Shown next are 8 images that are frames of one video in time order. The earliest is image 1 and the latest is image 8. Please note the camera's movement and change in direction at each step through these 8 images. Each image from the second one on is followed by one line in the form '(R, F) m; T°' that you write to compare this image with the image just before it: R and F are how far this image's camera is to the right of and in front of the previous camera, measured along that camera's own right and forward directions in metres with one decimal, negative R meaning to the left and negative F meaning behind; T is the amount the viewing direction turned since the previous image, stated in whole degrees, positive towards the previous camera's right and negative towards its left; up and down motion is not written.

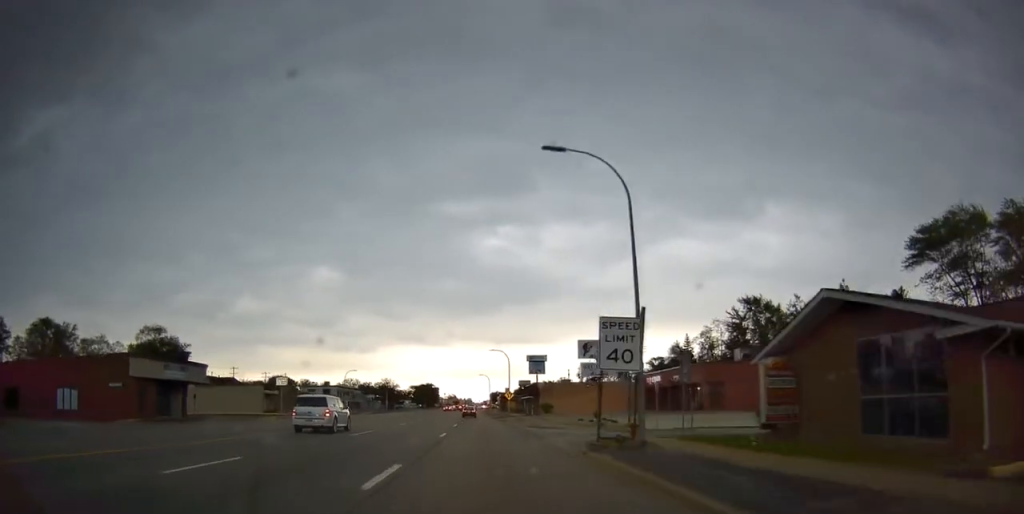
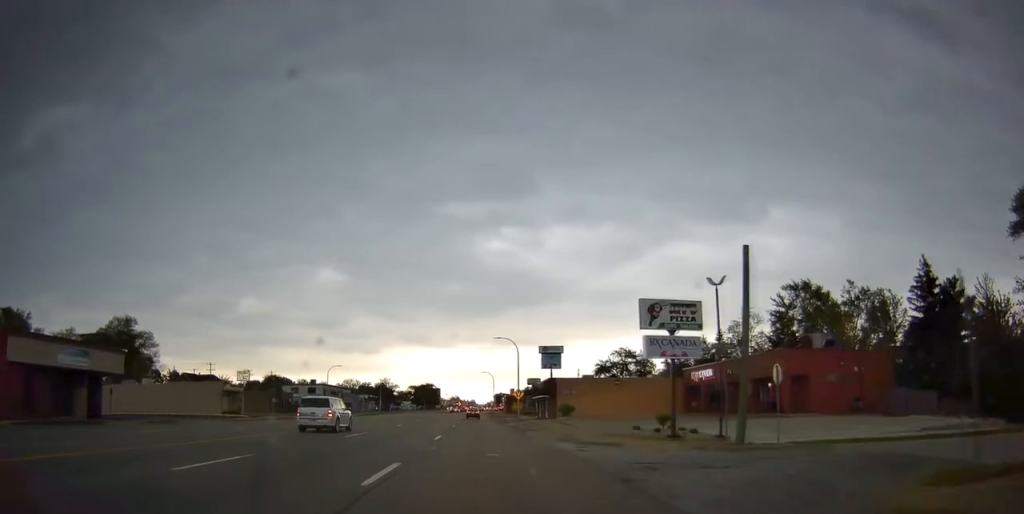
(+0.1, +14.2) m; 0°
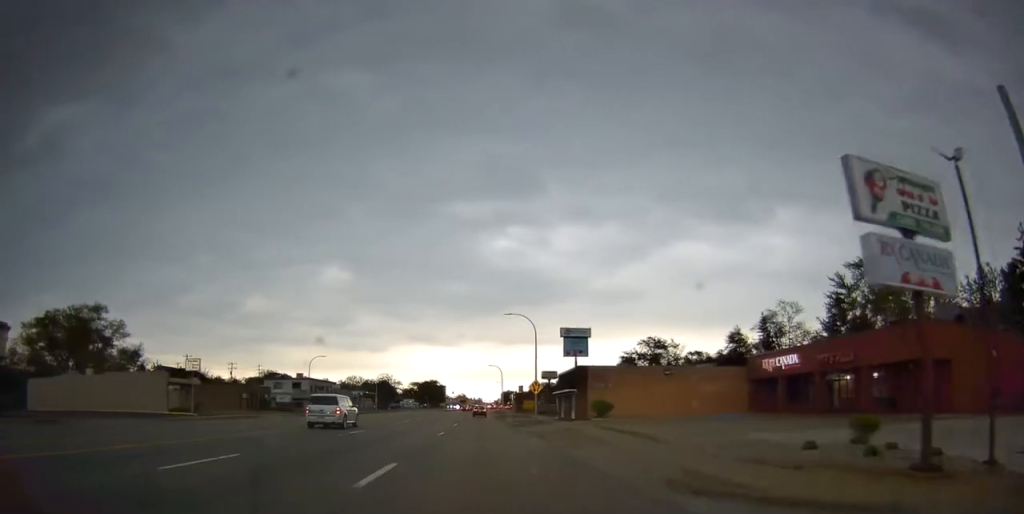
(-0.1, +13.7) m; -1°
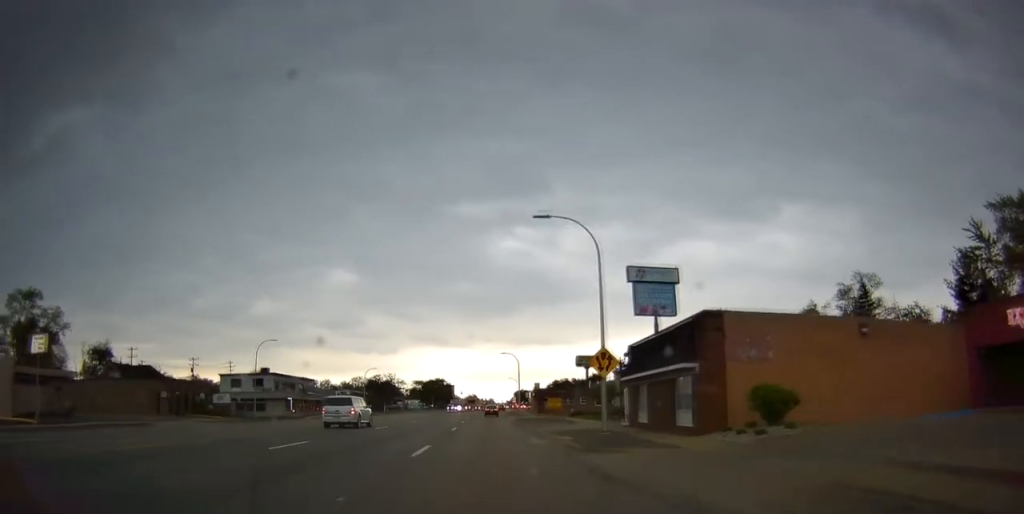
(-0.4, +24.8) m; -1°
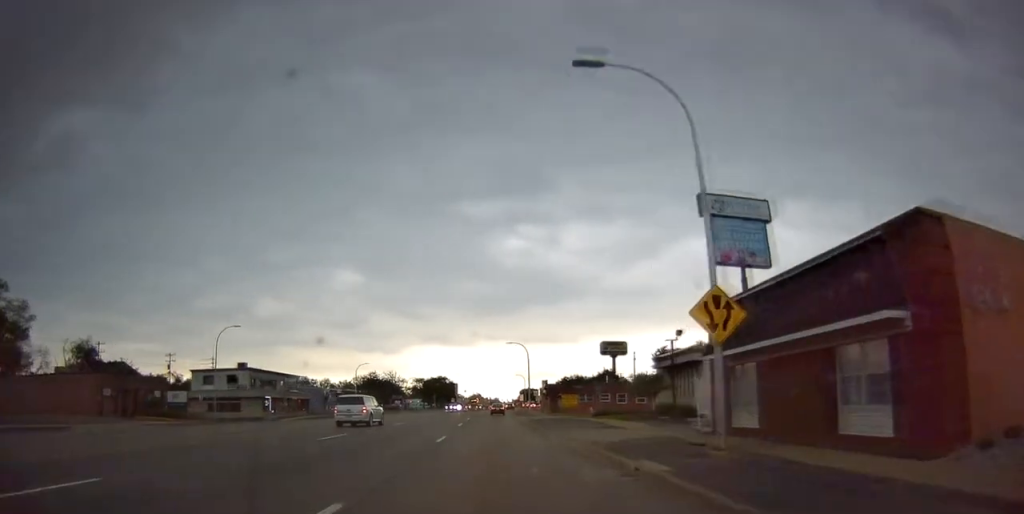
(0.0, +11.4) m; -1°
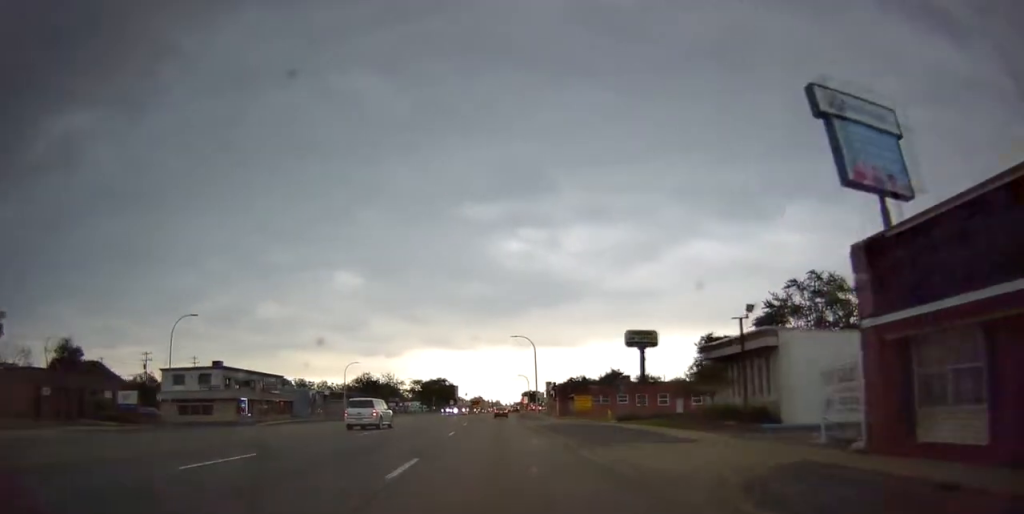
(+0.1, +9.0) m; -1°
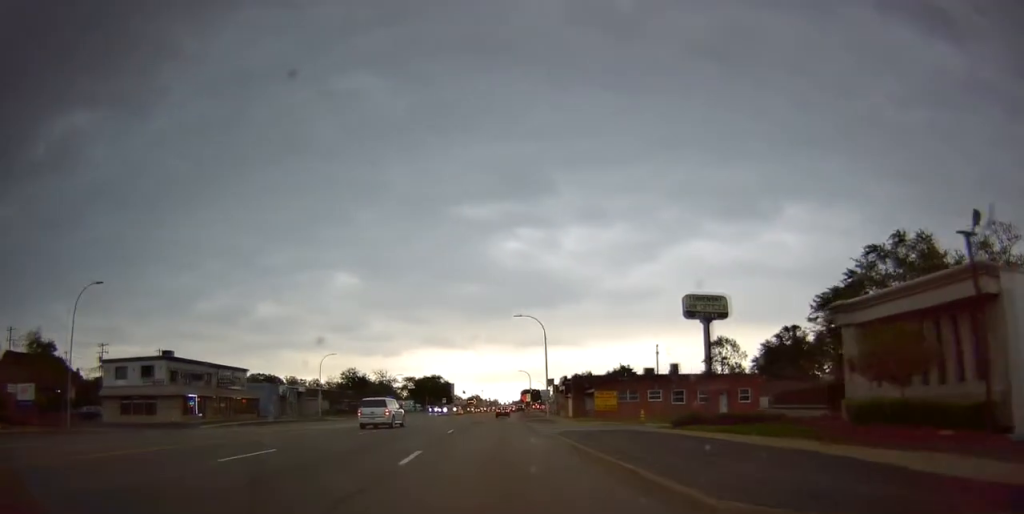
(-0.3, +13.7) m; -1°
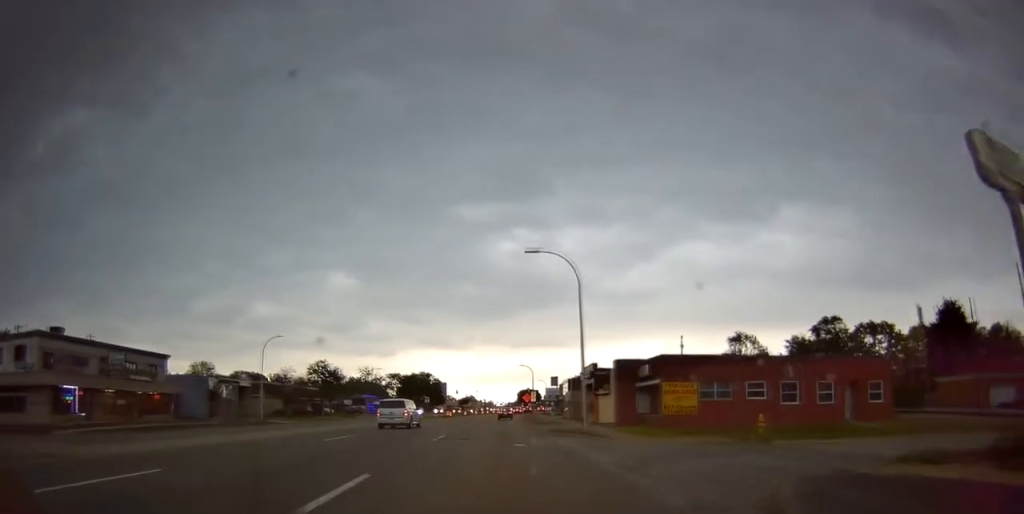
(-0.1, +21.6) m; 0°
